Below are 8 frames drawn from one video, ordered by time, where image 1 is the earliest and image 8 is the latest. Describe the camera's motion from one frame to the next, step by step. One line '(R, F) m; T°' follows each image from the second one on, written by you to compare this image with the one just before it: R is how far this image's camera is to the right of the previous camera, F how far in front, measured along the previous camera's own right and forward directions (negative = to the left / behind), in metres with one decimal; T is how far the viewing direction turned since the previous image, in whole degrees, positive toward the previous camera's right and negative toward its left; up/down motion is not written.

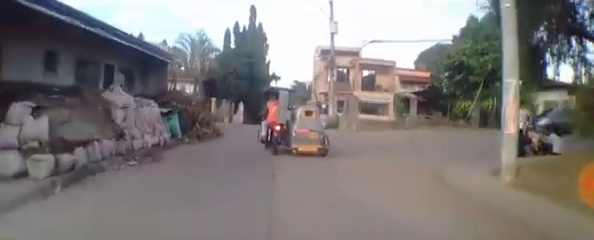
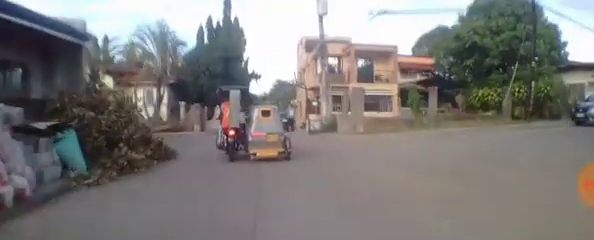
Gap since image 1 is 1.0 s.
(+0.1, +5.0) m; 0°
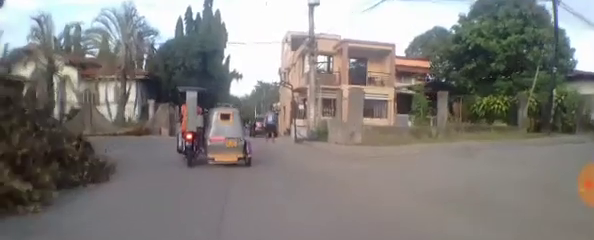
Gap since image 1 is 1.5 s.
(+0.1, +2.6) m; -2°
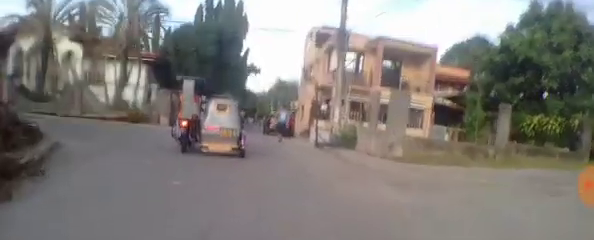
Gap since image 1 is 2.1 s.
(-0.2, +2.8) m; -7°
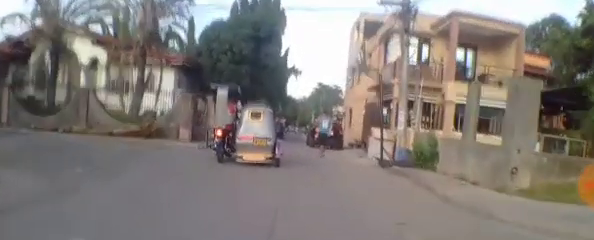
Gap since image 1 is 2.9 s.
(-0.3, +3.6) m; -7°
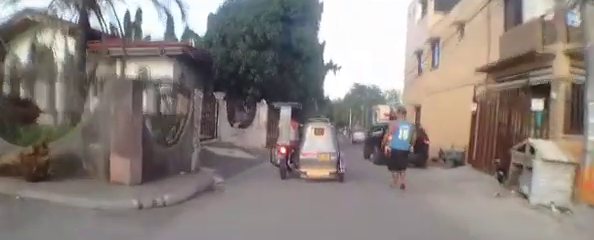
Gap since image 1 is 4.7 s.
(-0.2, +7.3) m; +4°
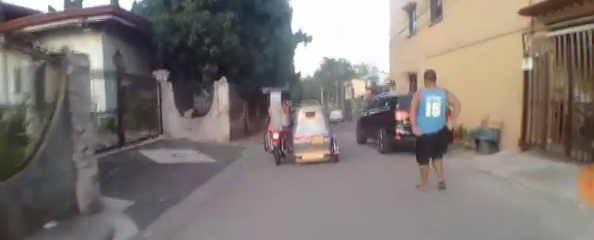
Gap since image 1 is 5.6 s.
(+0.2, +3.6) m; +7°
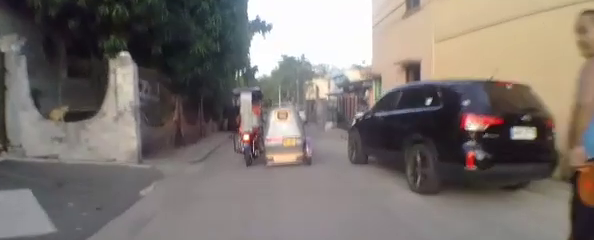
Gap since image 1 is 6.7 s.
(+0.3, +5.0) m; +4°
